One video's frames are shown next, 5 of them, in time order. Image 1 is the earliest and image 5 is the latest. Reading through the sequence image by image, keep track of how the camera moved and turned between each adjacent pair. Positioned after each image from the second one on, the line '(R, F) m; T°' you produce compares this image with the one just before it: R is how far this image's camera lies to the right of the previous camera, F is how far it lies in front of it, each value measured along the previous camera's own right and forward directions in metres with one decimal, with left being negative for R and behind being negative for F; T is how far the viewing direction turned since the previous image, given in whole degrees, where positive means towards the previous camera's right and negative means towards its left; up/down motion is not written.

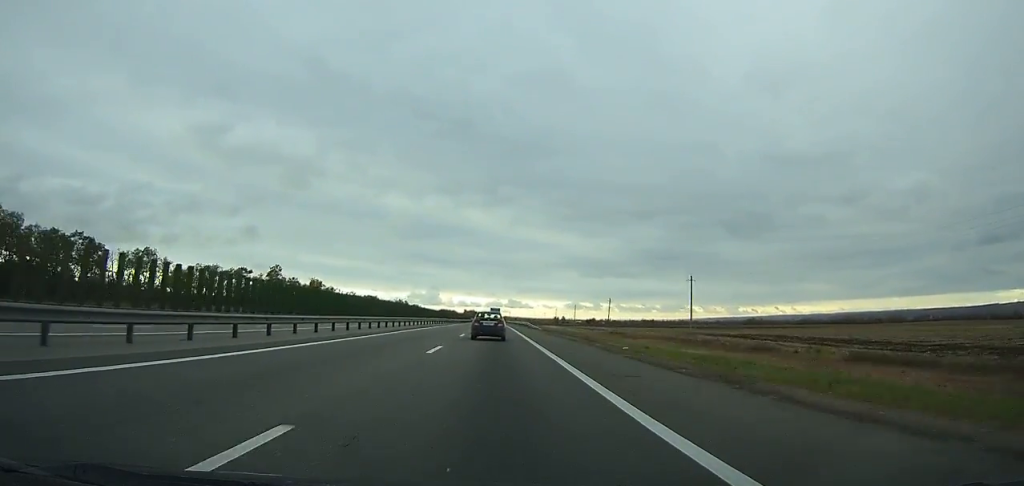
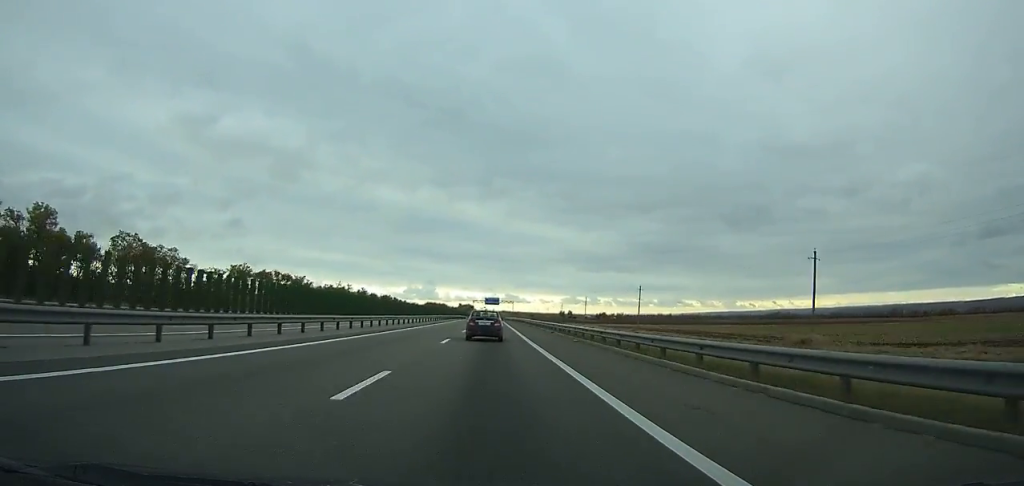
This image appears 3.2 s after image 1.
(0.0, +106.4) m; 0°
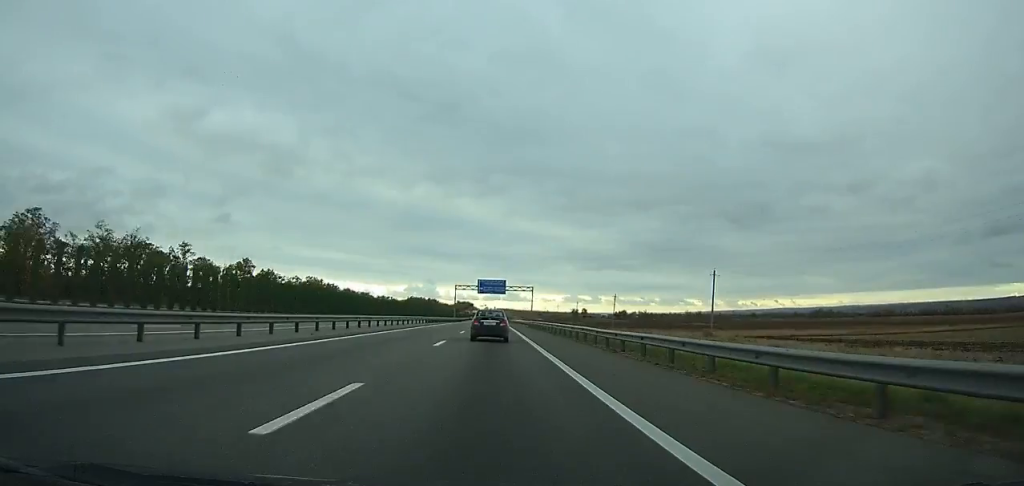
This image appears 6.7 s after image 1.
(-0.2, +116.3) m; 0°
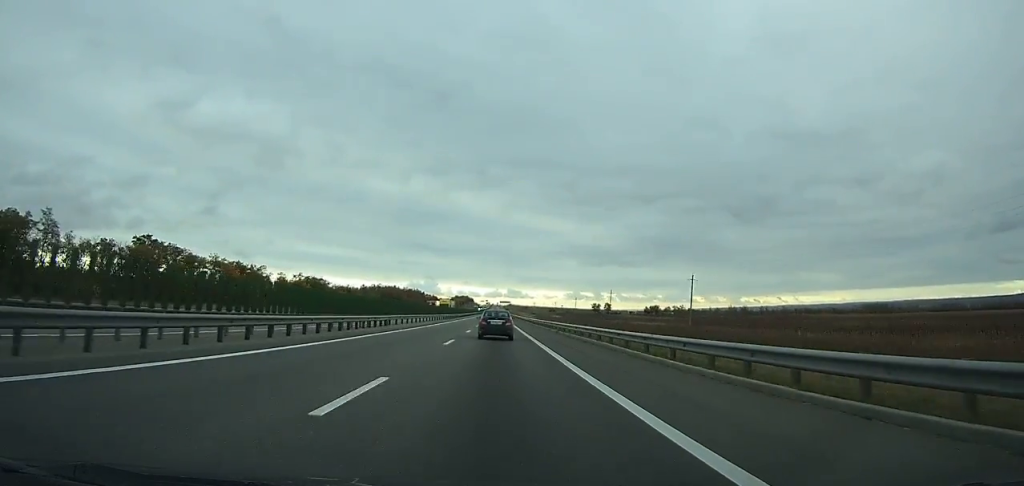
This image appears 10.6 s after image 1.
(-0.3, +128.5) m; 0°
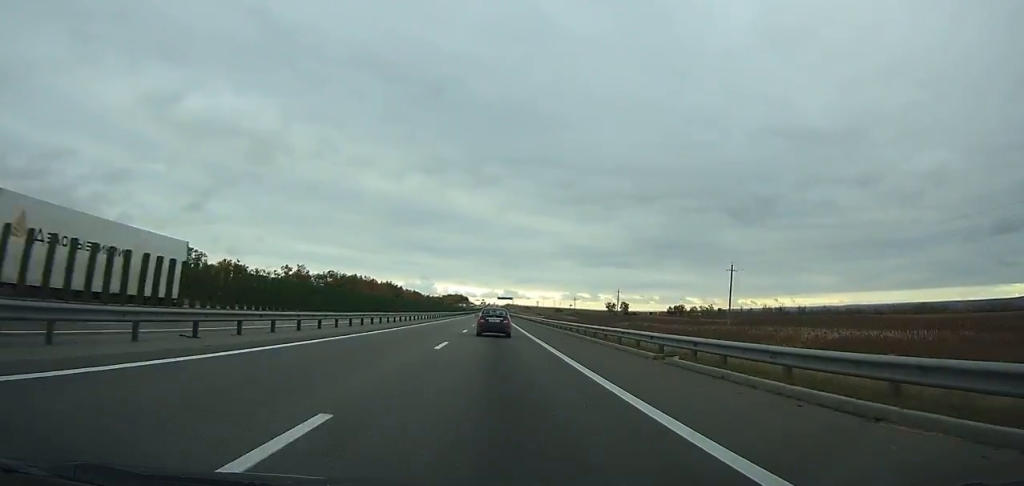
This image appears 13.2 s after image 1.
(0.0, +84.5) m; 0°
